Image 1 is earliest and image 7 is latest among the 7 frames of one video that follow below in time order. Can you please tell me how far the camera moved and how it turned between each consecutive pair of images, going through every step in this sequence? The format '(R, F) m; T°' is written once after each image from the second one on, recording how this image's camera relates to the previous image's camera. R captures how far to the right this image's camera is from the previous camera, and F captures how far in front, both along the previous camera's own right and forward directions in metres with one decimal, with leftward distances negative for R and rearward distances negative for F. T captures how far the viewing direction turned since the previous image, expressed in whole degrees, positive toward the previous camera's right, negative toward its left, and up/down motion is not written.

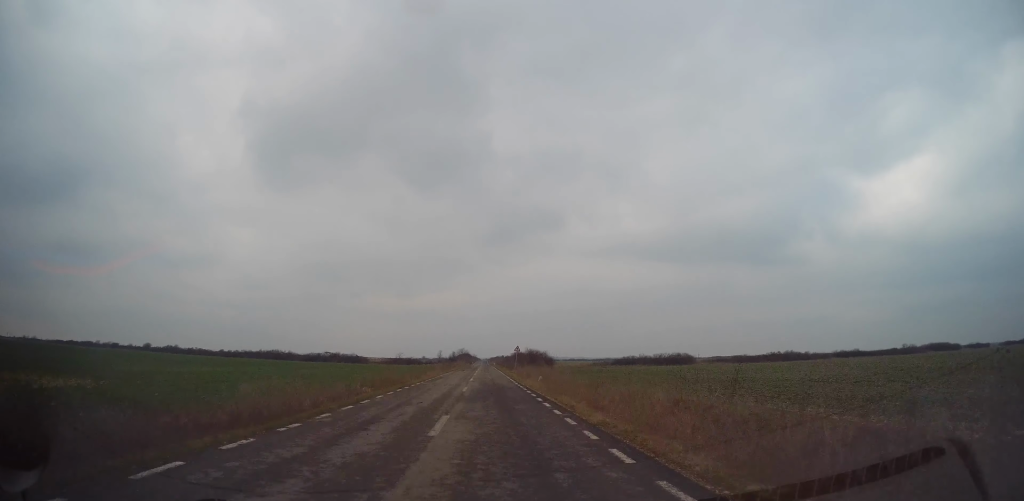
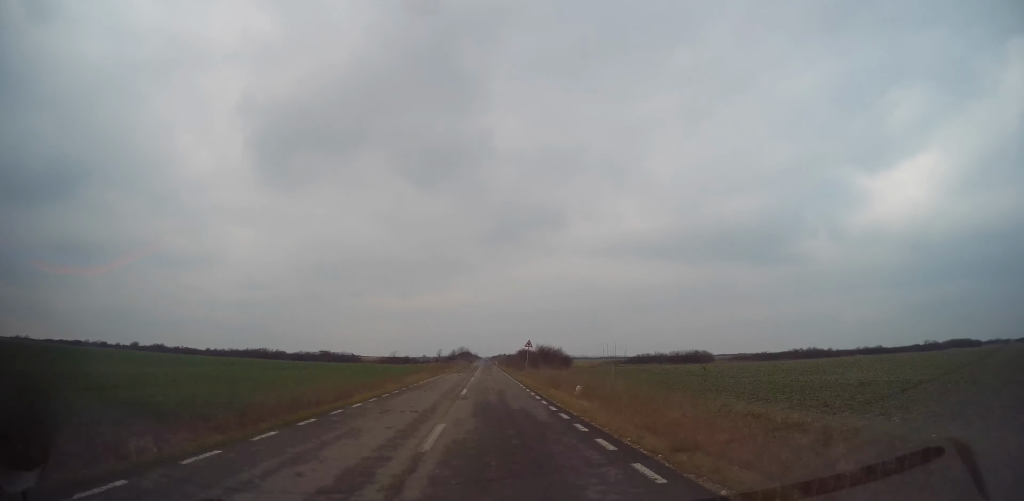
(0.0, +13.3) m; 0°
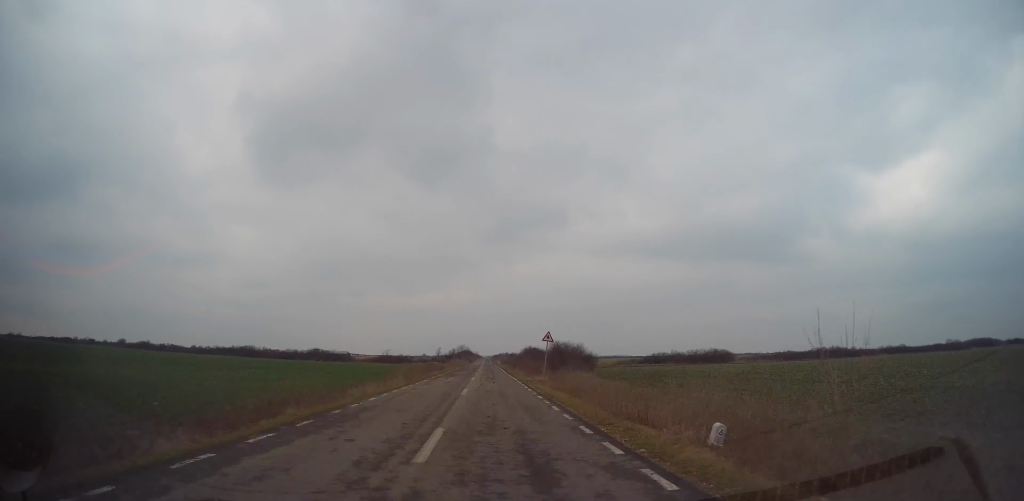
(-0.1, +12.4) m; 0°
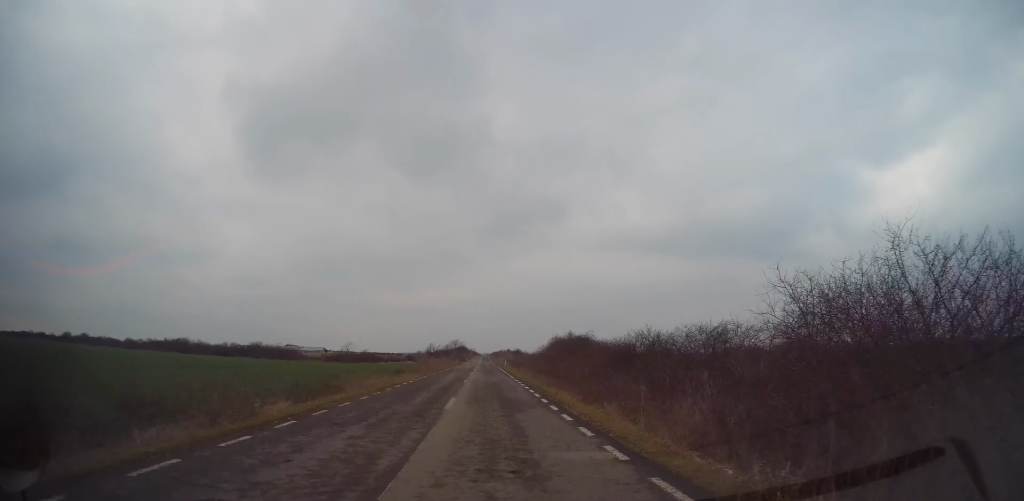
(0.0, +40.4) m; 0°
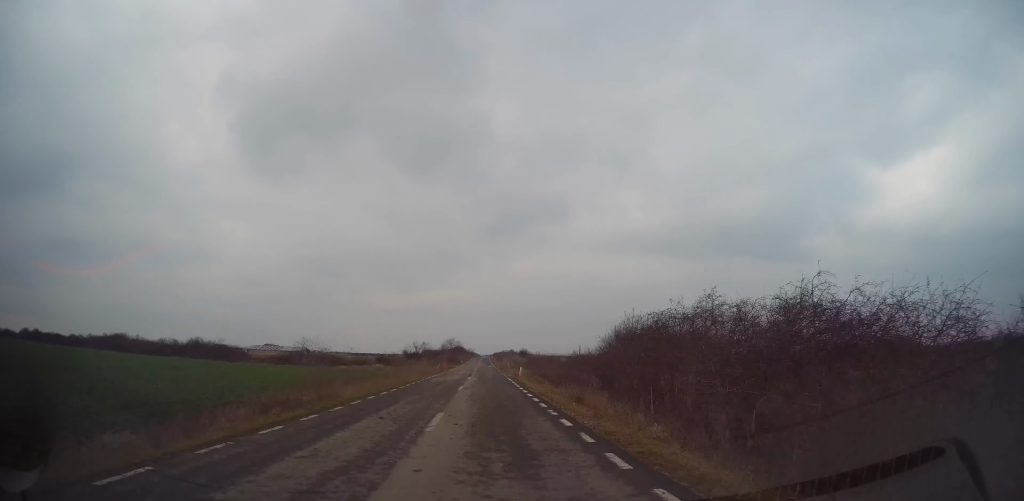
(-0.3, +26.3) m; 0°
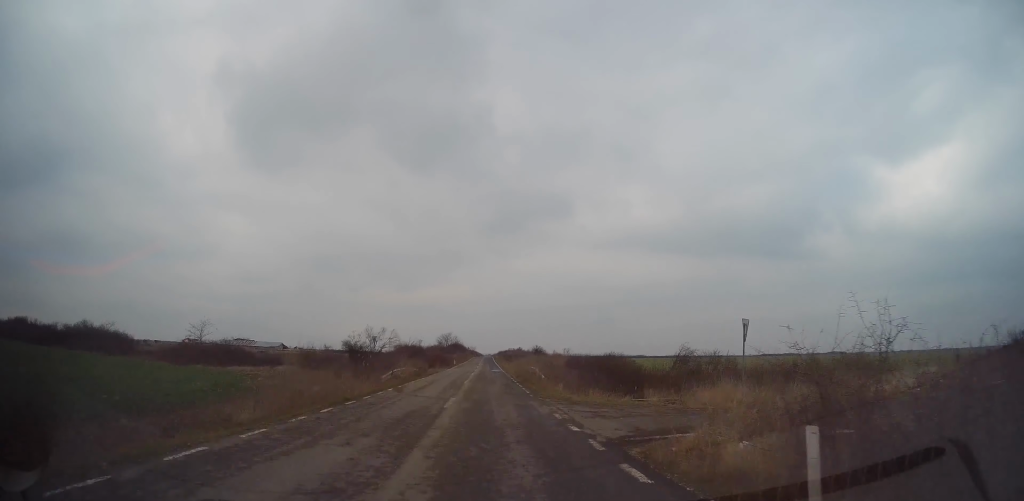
(+0.5, +31.0) m; +1°
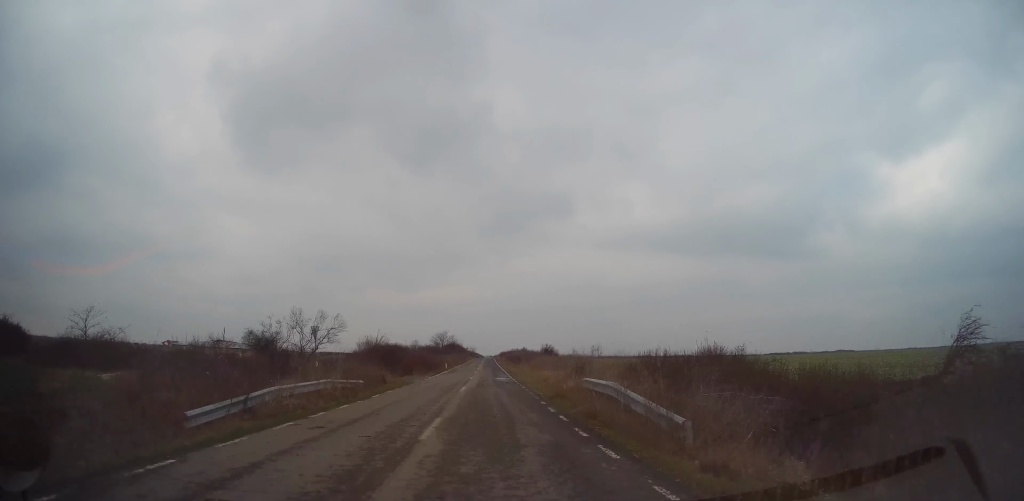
(0.0, +17.0) m; -1°
